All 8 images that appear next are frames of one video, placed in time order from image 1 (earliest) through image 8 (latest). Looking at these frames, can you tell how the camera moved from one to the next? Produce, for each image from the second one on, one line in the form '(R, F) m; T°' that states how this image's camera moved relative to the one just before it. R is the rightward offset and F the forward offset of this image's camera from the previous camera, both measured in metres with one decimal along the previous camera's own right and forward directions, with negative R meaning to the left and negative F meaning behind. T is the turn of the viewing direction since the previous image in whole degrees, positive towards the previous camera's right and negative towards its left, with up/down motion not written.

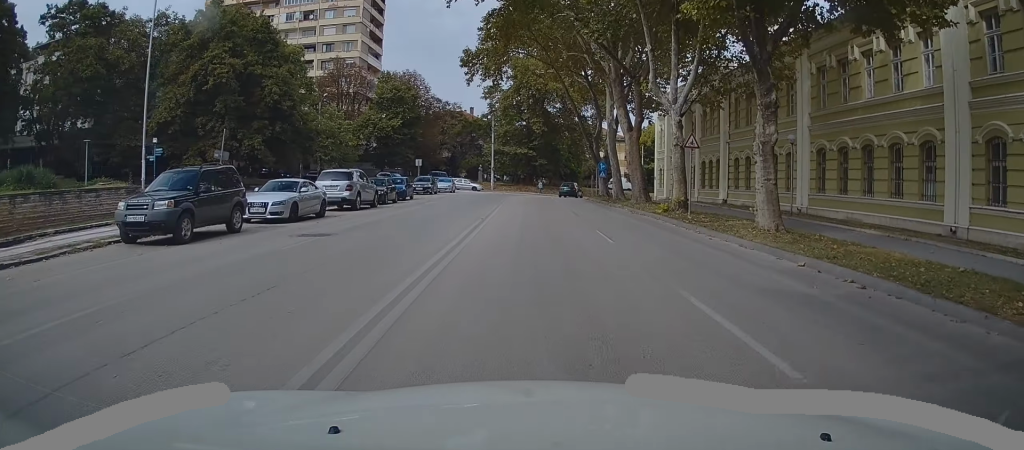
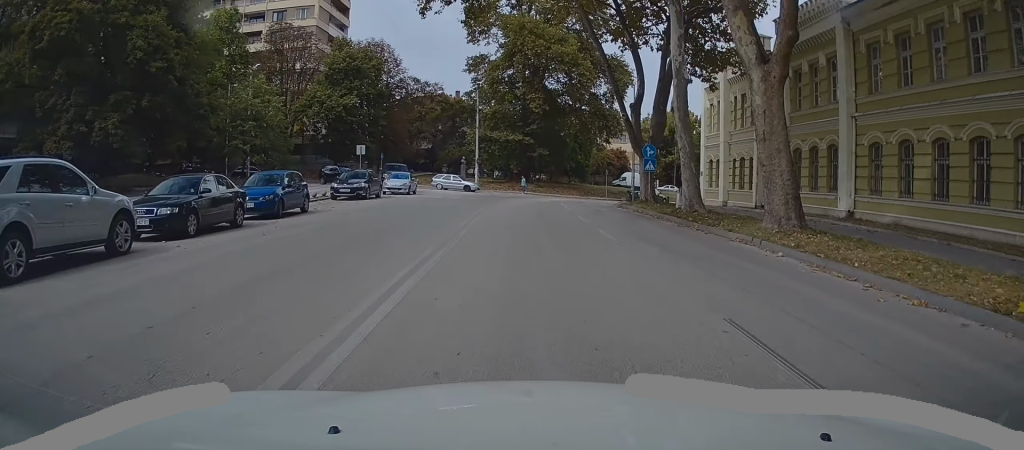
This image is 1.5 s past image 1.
(+0.3, +19.7) m; +1°
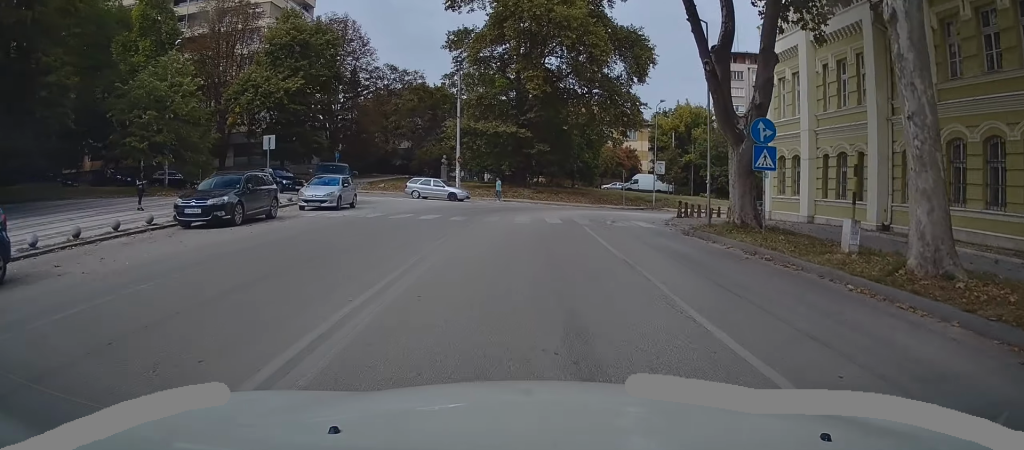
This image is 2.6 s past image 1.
(-0.2, +14.1) m; 0°
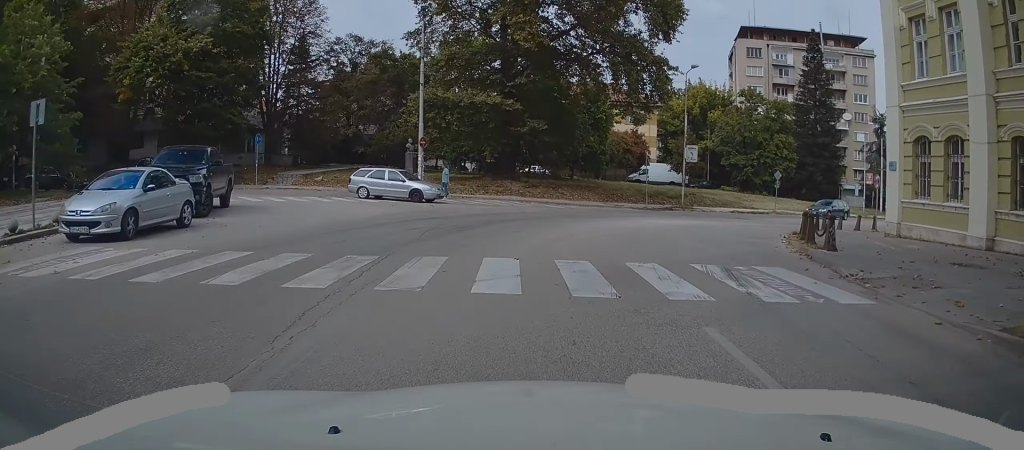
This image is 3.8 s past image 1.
(+0.2, +13.5) m; +3°
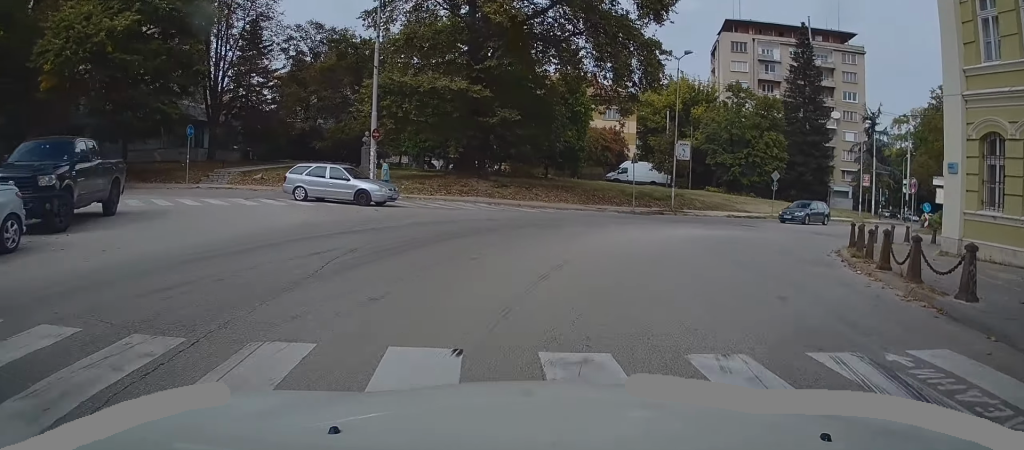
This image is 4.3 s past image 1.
(+0.1, +5.0) m; +2°
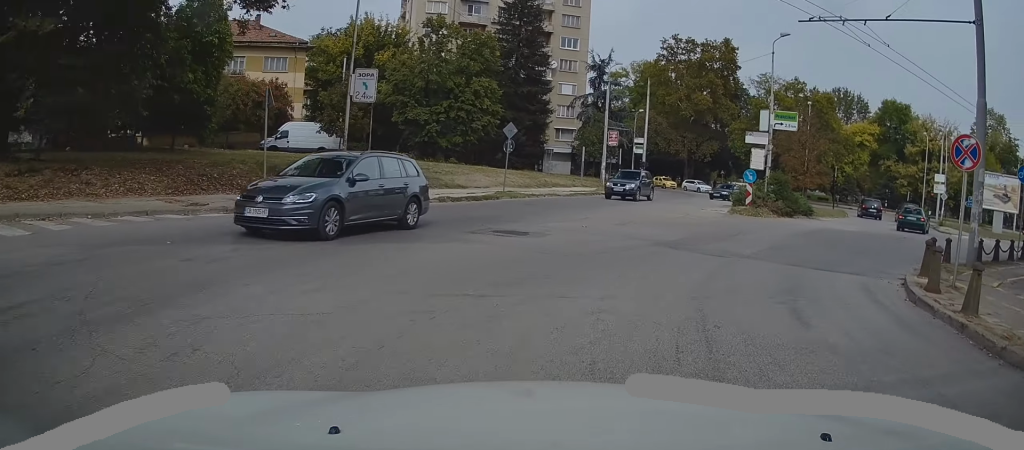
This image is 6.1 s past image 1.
(+2.7, +16.2) m; +27°
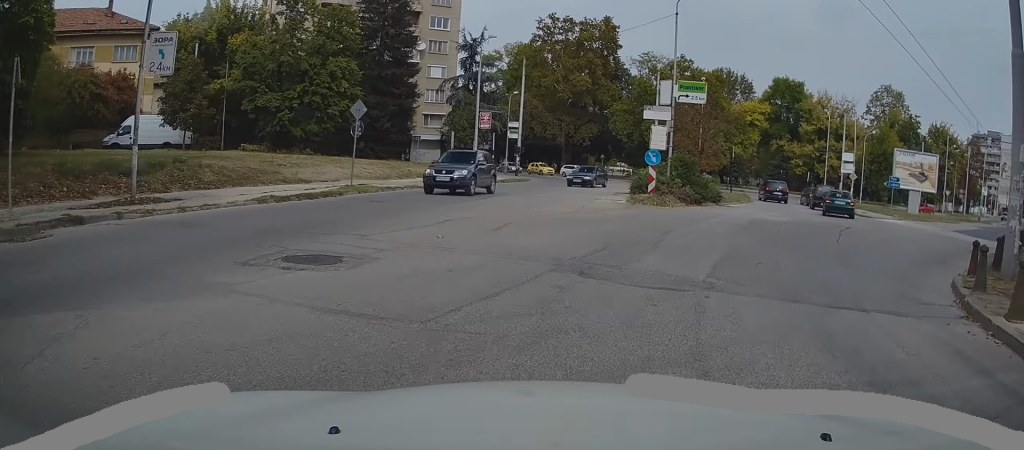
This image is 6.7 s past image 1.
(+0.6, +5.3) m; +12°
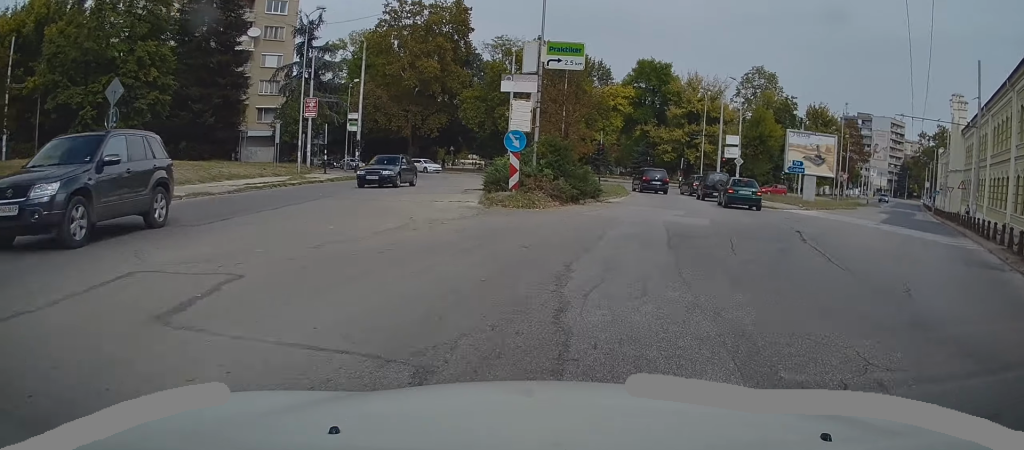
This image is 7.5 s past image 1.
(+0.8, +6.8) m; +14°
